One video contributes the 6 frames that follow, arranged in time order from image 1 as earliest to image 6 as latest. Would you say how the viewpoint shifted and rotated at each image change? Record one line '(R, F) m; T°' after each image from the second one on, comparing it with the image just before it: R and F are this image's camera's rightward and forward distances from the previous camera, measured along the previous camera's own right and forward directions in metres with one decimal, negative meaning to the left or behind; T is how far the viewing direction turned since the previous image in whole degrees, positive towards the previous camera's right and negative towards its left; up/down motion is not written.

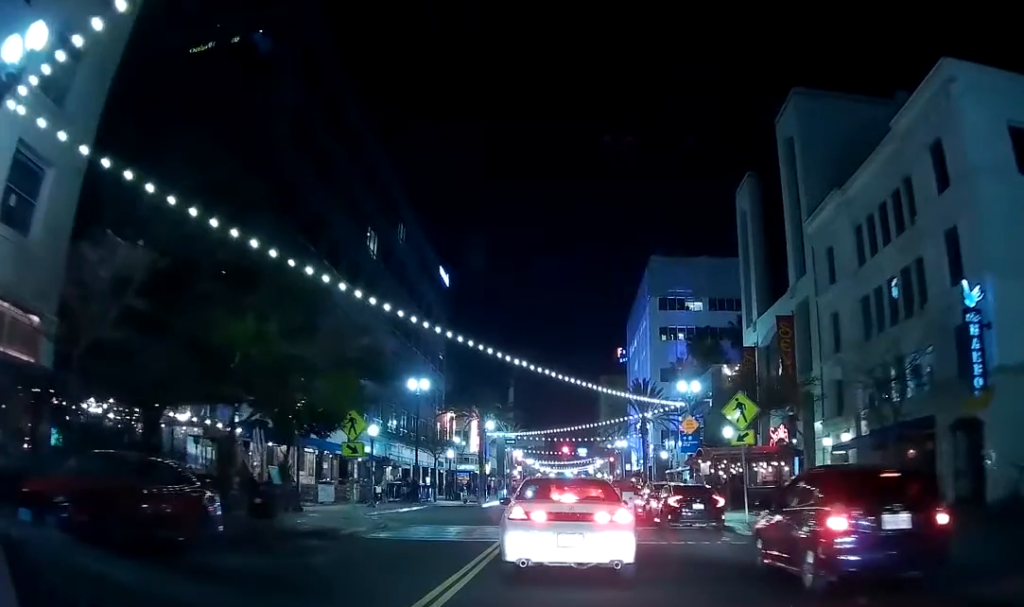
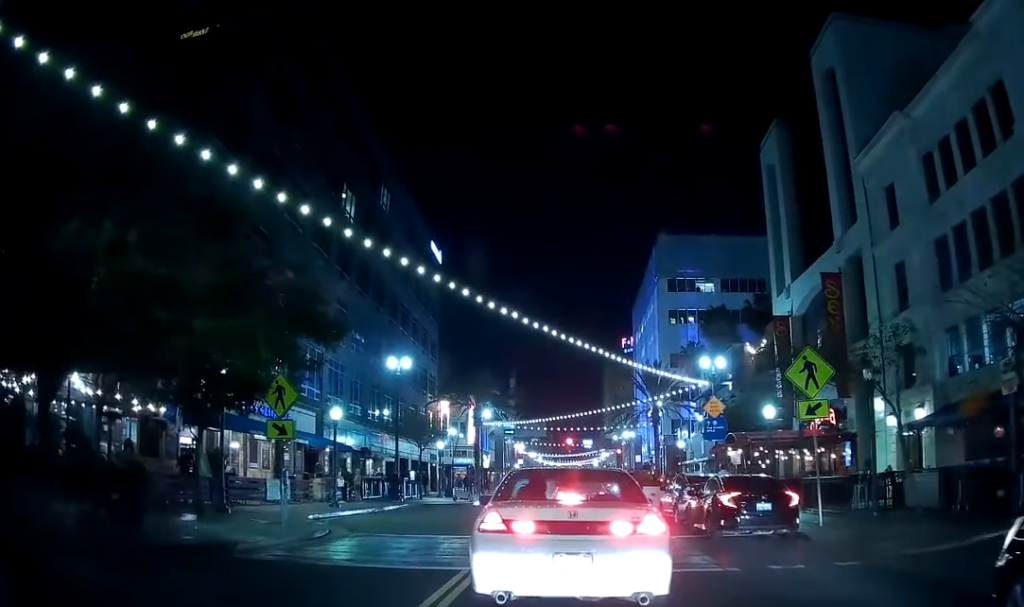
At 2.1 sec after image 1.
(0.0, +8.2) m; 0°
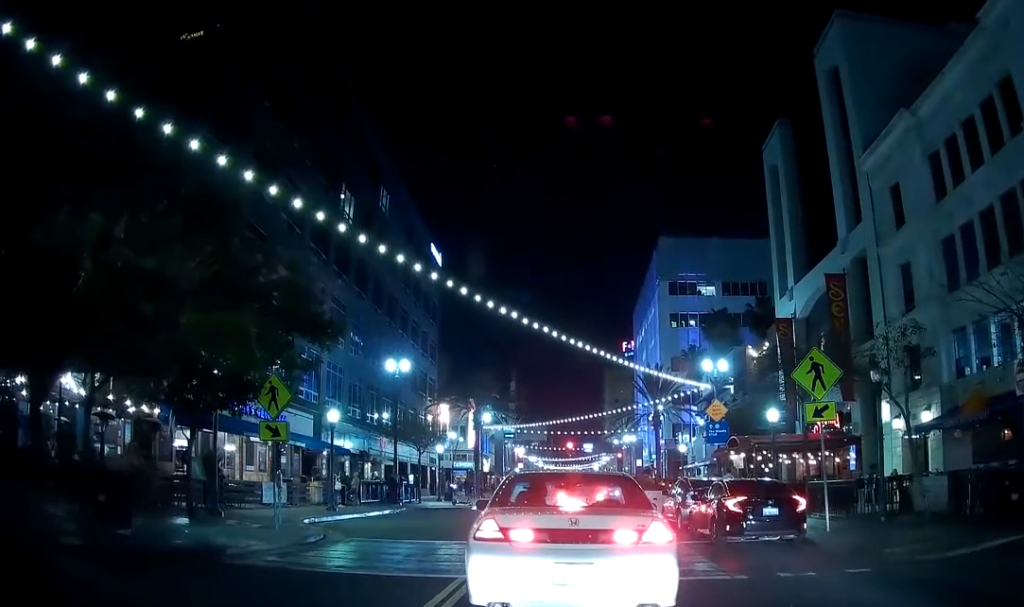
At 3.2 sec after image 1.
(0.0, +0.9) m; 0°
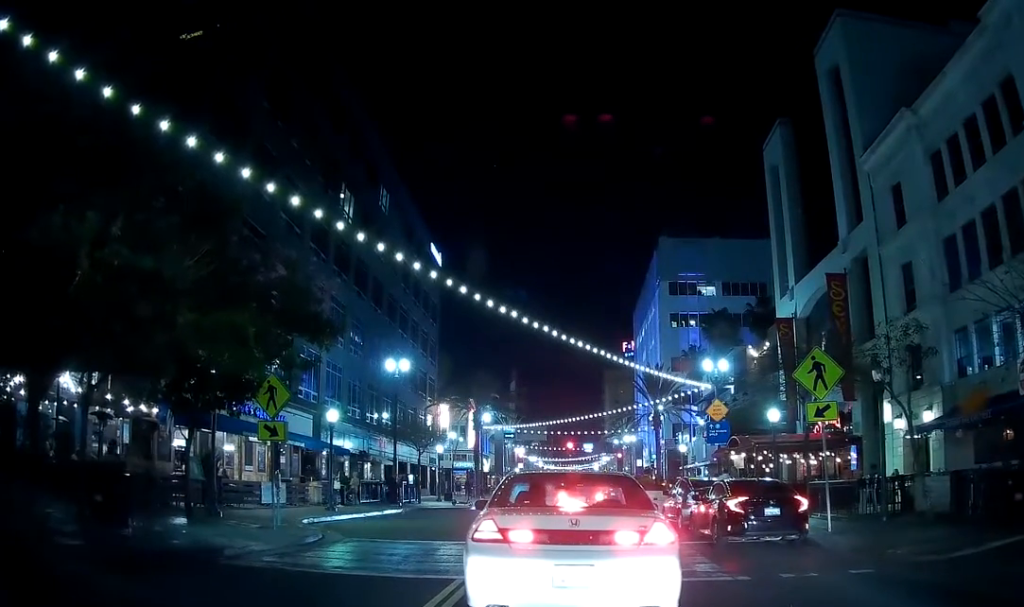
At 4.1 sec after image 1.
(0.0, -0.2) m; 0°
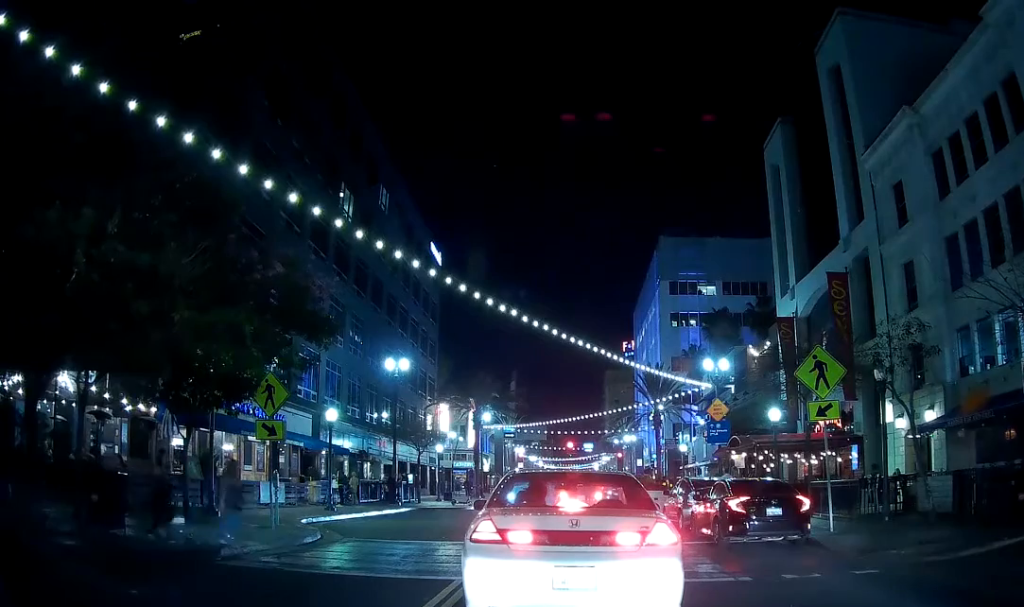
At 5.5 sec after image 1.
(0.0, 0.0) m; 0°
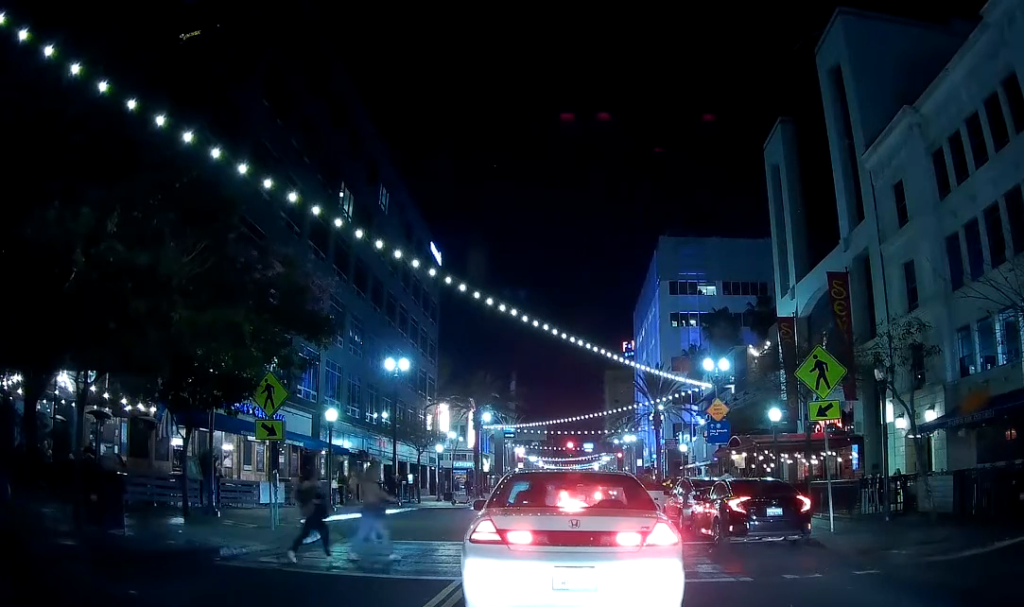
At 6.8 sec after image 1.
(0.0, 0.0) m; 0°
